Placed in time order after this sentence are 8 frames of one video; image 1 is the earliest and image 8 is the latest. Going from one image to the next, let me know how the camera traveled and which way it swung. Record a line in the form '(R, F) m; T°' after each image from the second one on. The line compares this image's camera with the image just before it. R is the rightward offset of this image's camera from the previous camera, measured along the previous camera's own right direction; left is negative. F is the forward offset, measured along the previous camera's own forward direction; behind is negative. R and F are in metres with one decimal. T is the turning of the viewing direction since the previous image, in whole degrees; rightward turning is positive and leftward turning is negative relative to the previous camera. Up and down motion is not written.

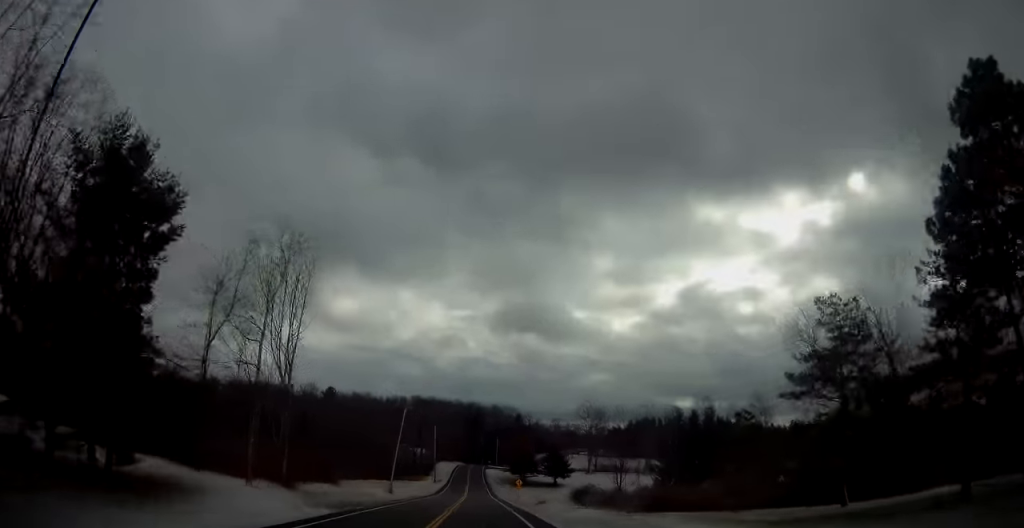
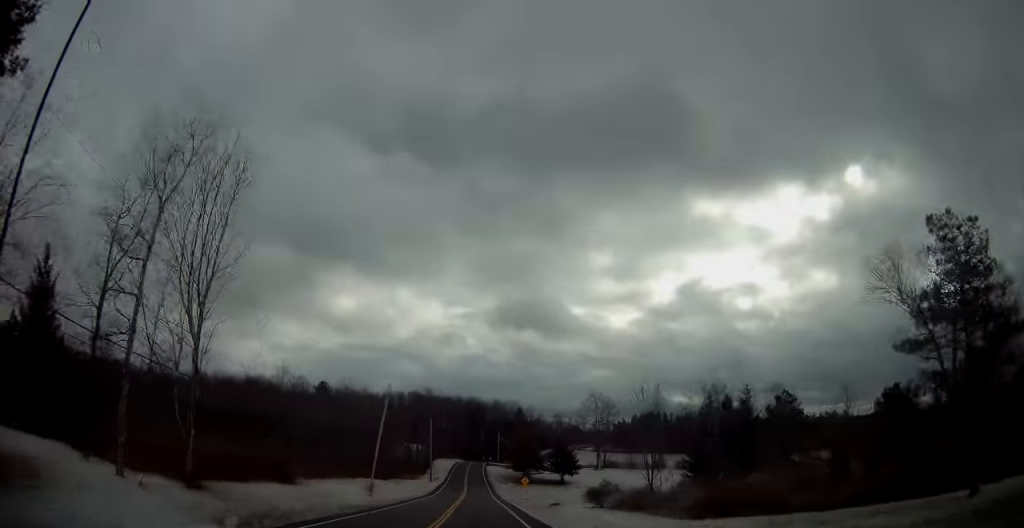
(-0.1, +10.4) m; 0°
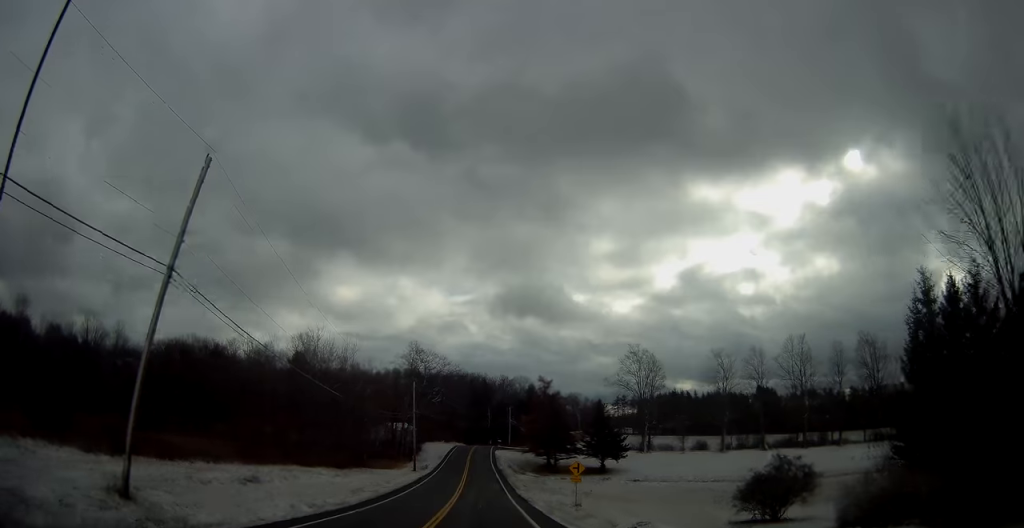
(0.0, +35.1) m; 0°
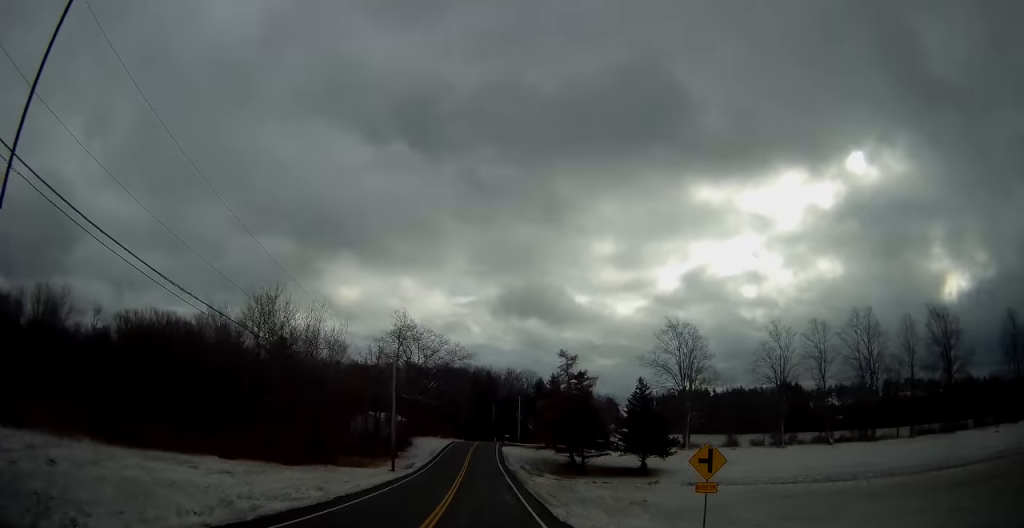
(-0.2, +20.1) m; -1°
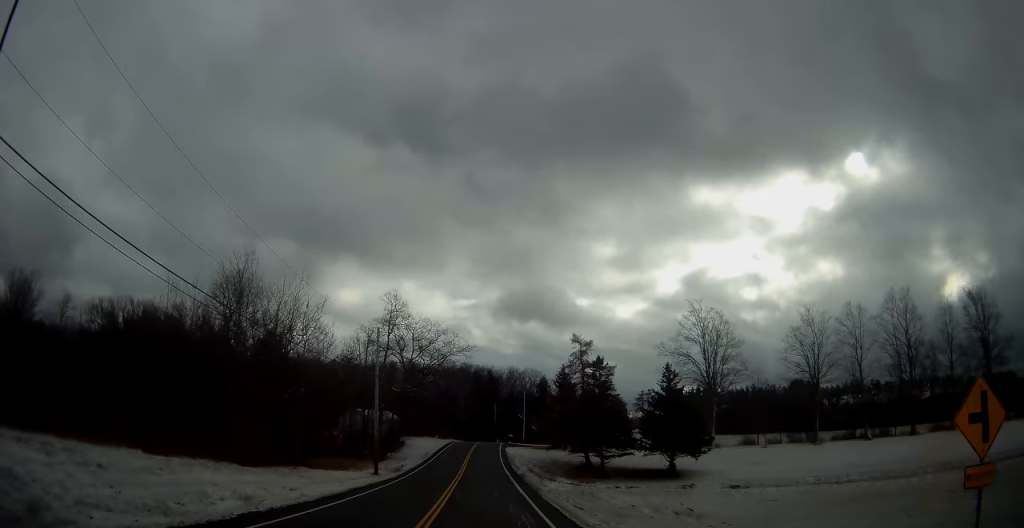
(-0.1, +9.5) m; 0°
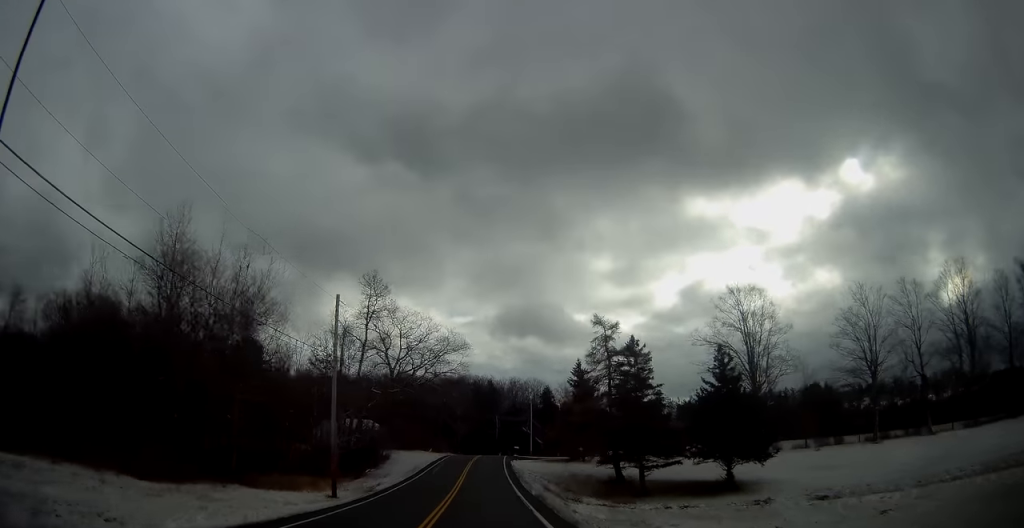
(0.0, +13.2) m; 0°
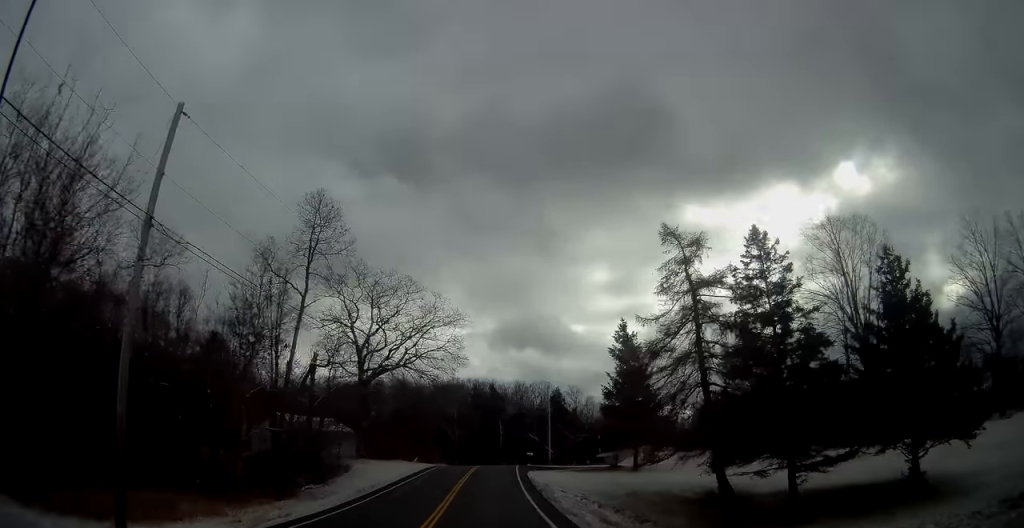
(+0.2, +20.6) m; 0°
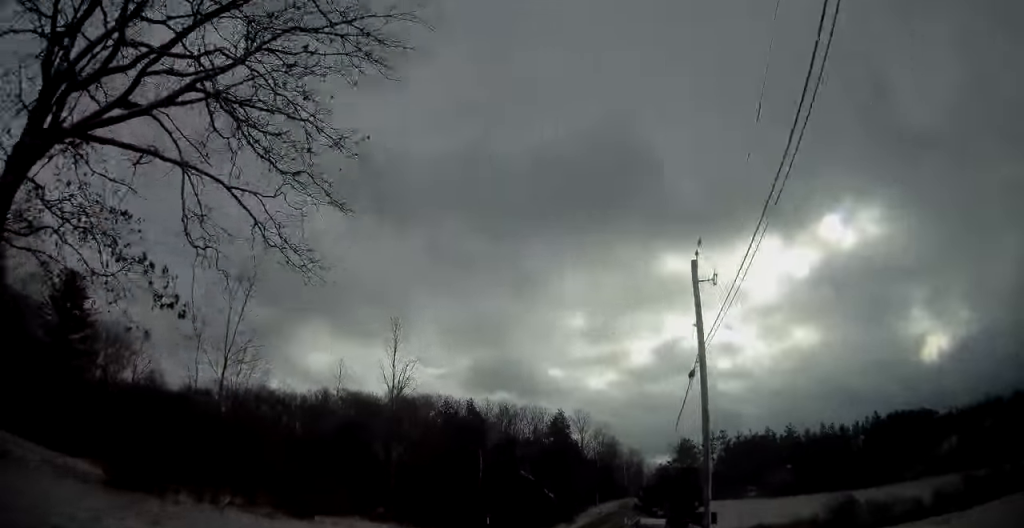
(+0.4, +45.3) m; +4°
